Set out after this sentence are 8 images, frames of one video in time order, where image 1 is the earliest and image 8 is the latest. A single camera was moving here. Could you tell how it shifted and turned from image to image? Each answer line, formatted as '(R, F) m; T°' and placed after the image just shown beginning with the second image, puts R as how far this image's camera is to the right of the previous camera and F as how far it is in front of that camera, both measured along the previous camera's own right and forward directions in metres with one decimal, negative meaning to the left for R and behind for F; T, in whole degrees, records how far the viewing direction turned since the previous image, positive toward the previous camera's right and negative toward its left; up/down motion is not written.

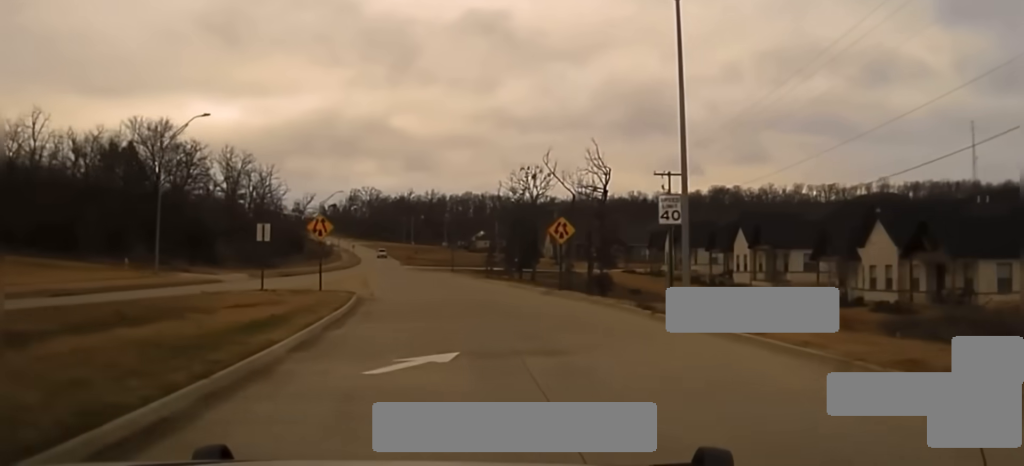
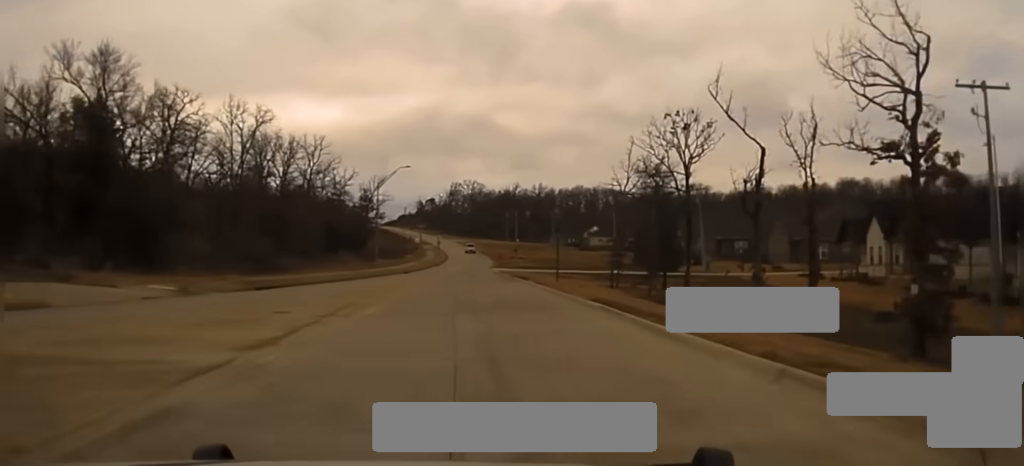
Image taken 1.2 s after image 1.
(-1.8, +36.0) m; -6°
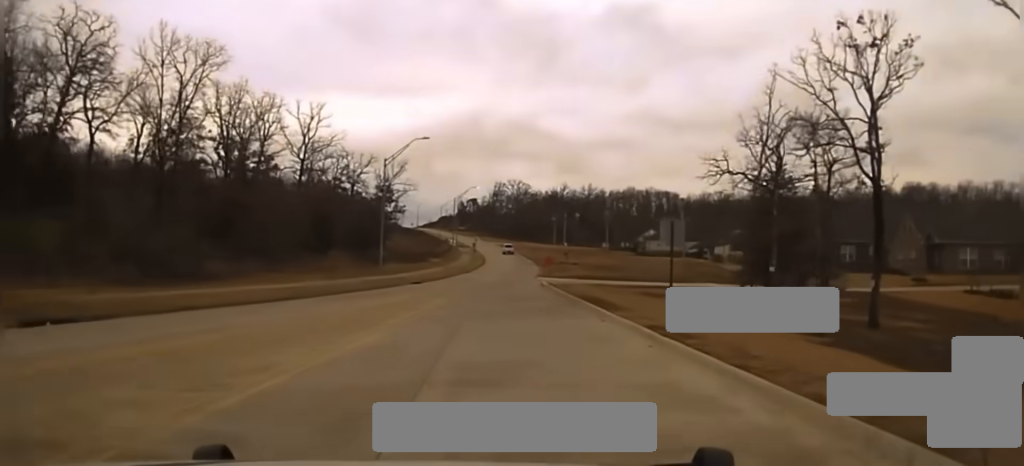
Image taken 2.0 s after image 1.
(-1.3, +28.6) m; -4°
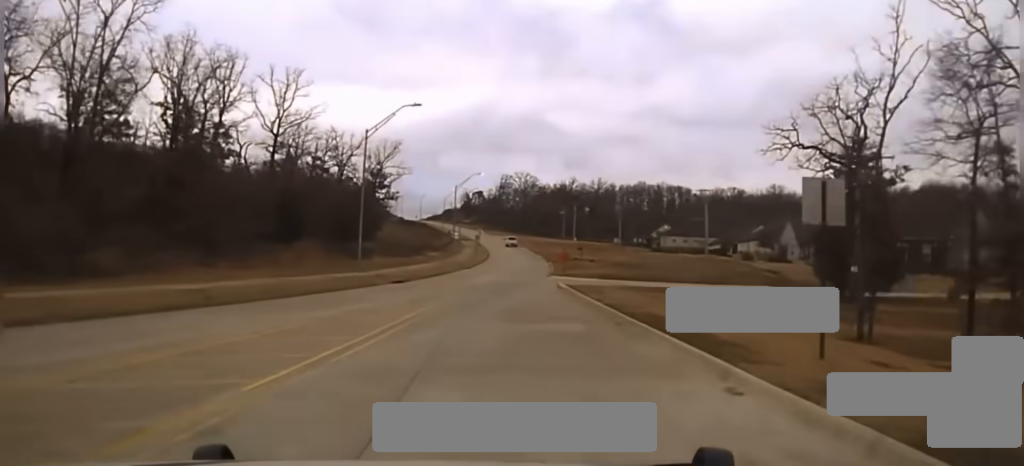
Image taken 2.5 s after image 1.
(-0.2, +14.8) m; -1°
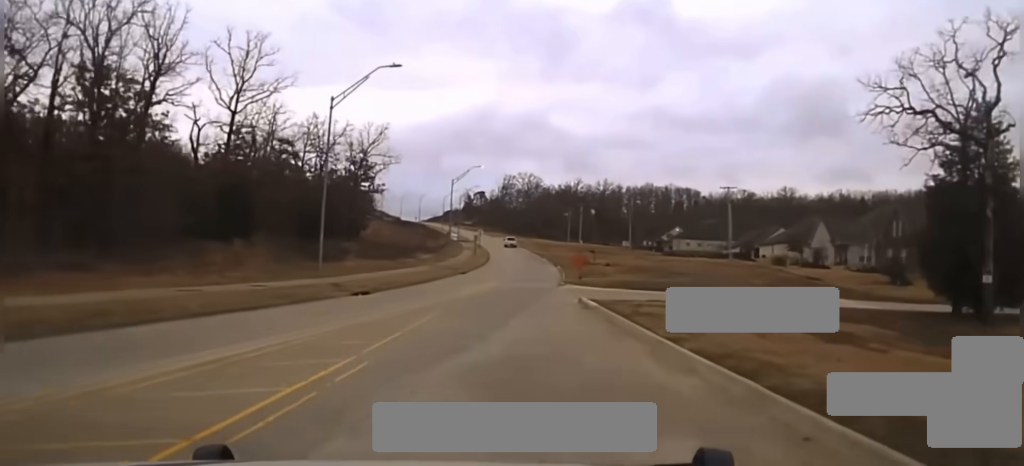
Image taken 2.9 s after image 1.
(-0.3, +15.2) m; 0°
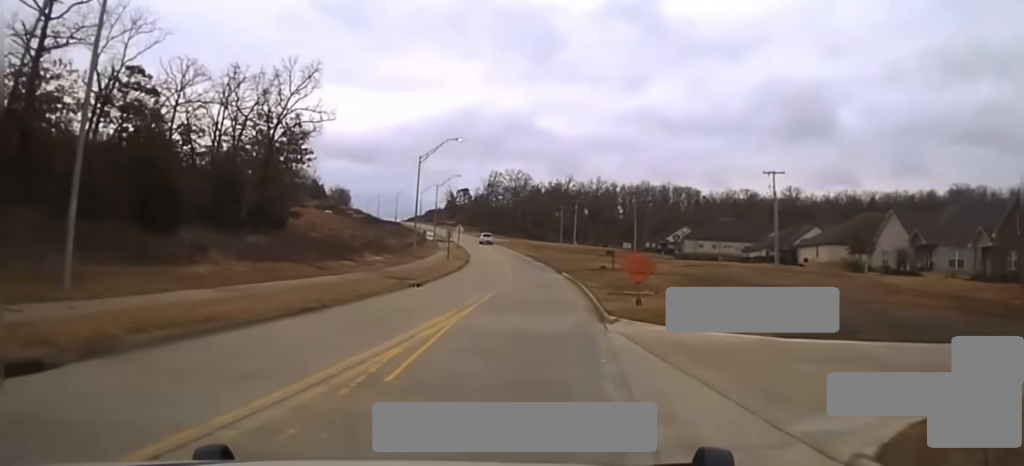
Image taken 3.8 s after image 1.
(+0.1, +28.9) m; +1°
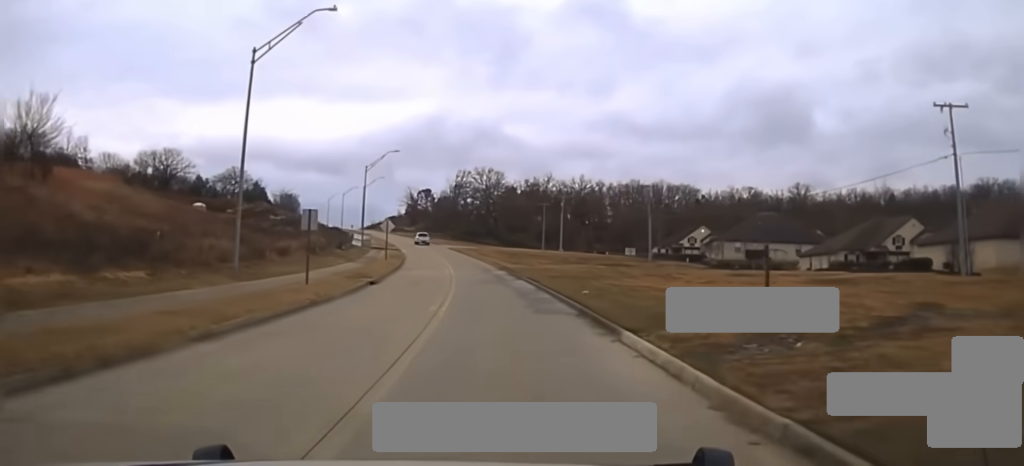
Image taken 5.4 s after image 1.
(+0.8, +44.1) m; 0°
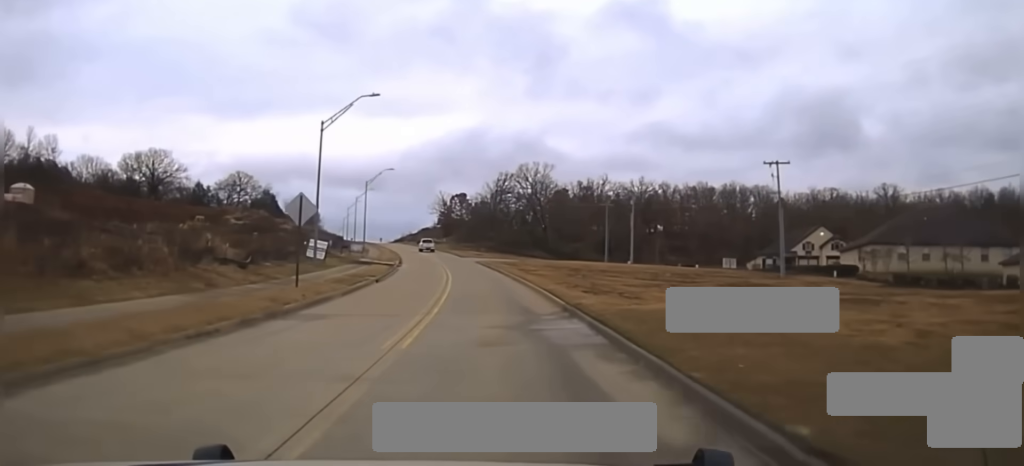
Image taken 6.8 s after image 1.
(-0.9, +35.0) m; -3°
